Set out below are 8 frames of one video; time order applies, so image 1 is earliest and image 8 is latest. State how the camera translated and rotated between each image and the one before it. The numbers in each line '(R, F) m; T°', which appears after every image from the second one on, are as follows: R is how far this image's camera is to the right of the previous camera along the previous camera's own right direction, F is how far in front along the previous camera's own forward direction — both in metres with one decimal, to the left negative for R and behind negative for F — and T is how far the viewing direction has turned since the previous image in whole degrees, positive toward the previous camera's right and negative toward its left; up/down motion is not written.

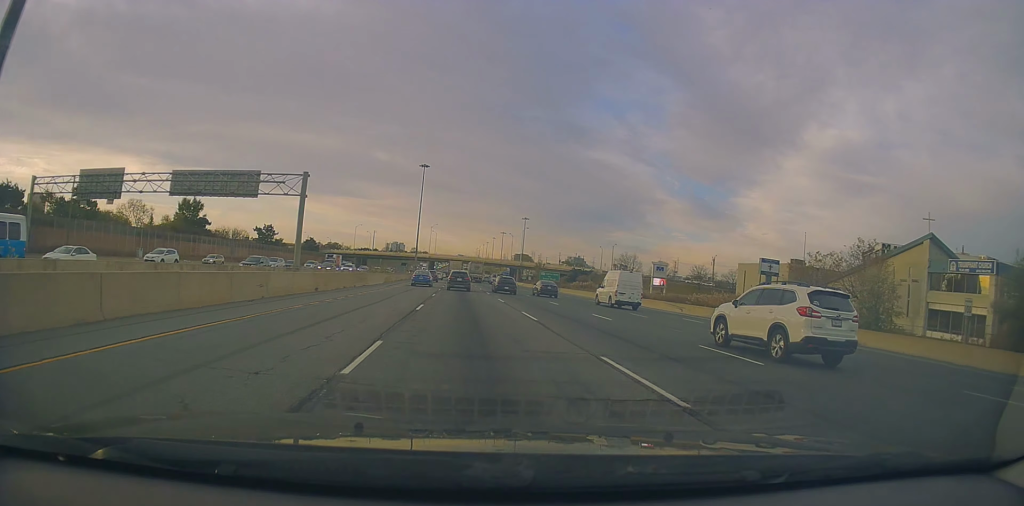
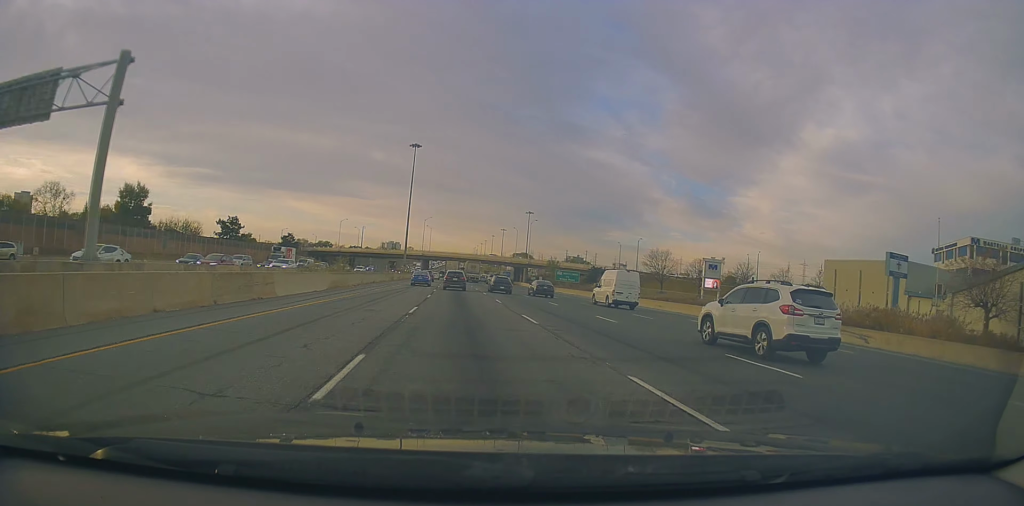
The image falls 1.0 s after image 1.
(+0.7, +25.7) m; +1°
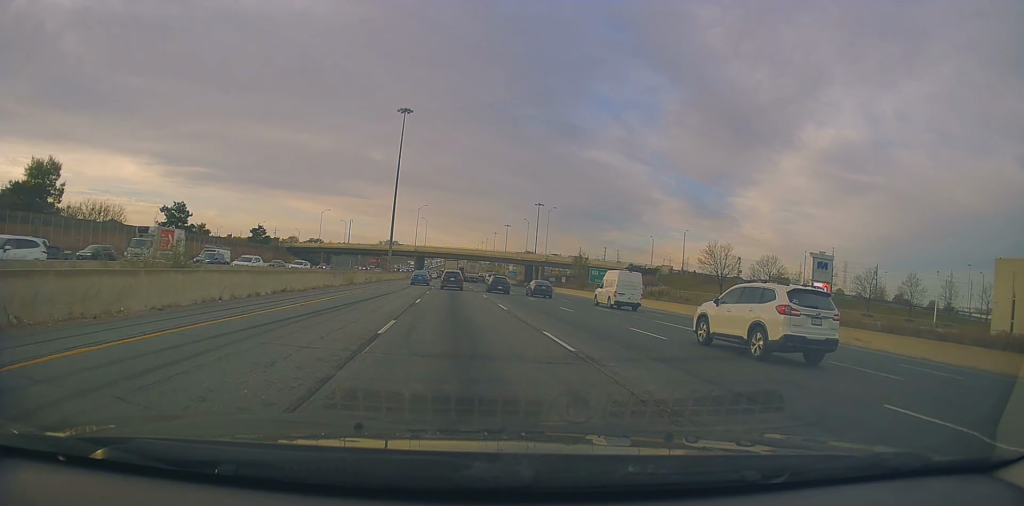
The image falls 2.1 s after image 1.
(-0.4, +28.6) m; 0°
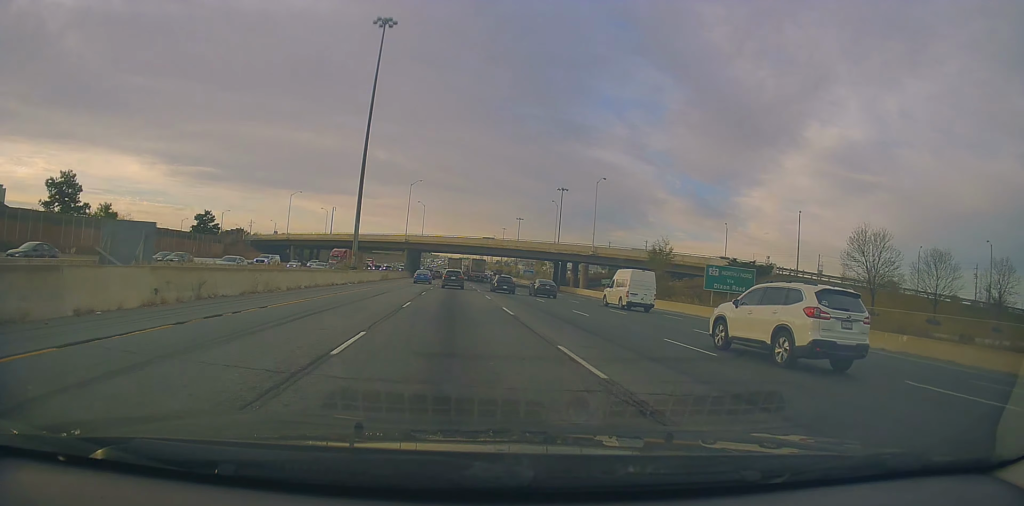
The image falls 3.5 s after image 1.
(+0.1, +38.9) m; 0°
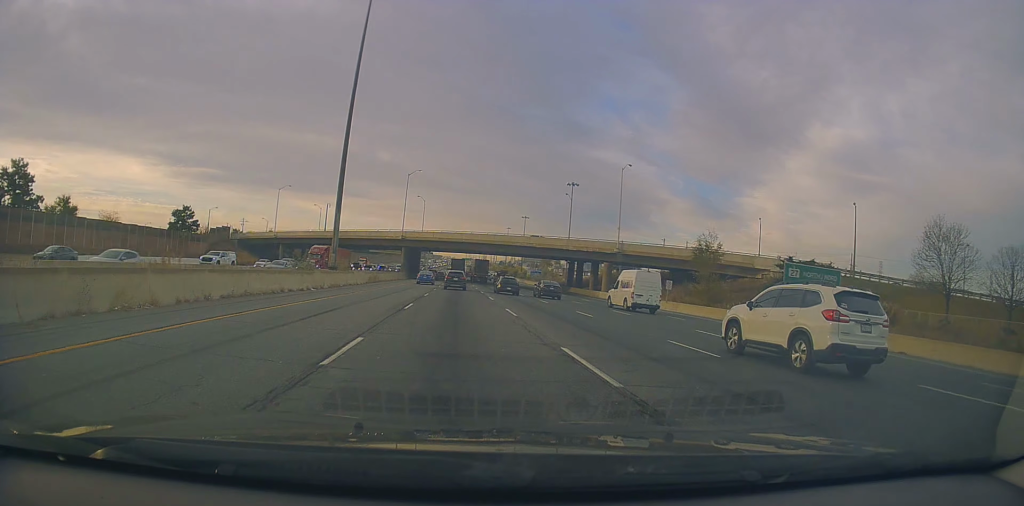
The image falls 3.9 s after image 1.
(-0.1, +11.7) m; 0°
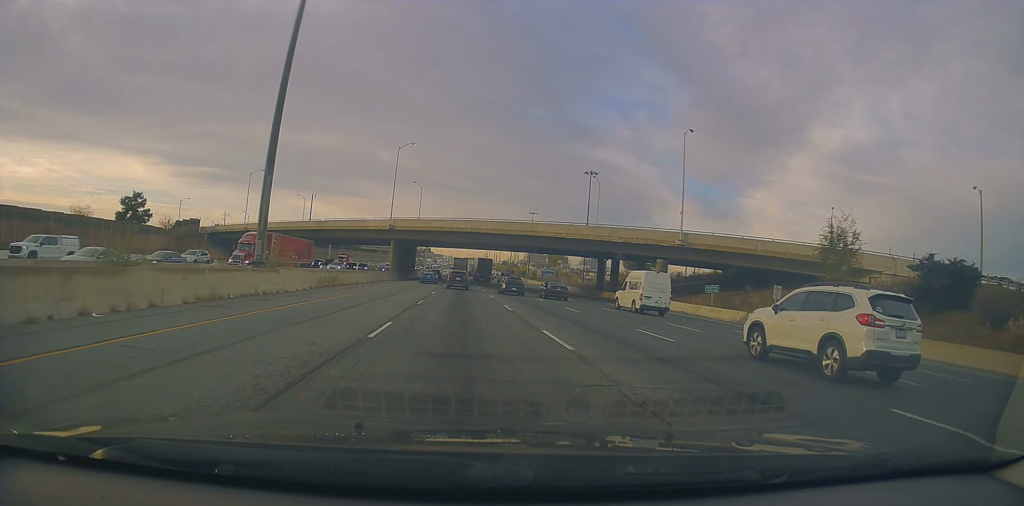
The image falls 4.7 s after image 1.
(+0.3, +20.4) m; -1°
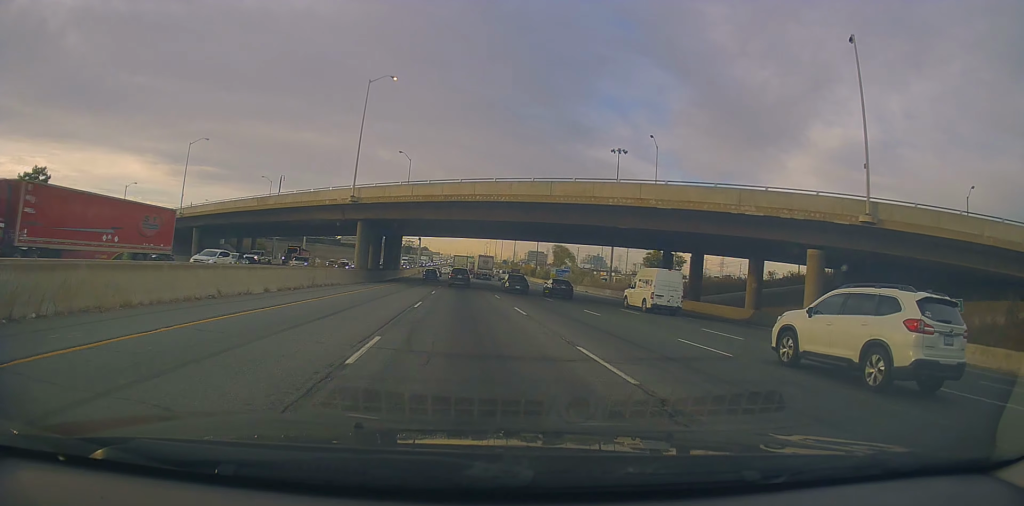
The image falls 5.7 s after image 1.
(-0.5, +27.4) m; 0°
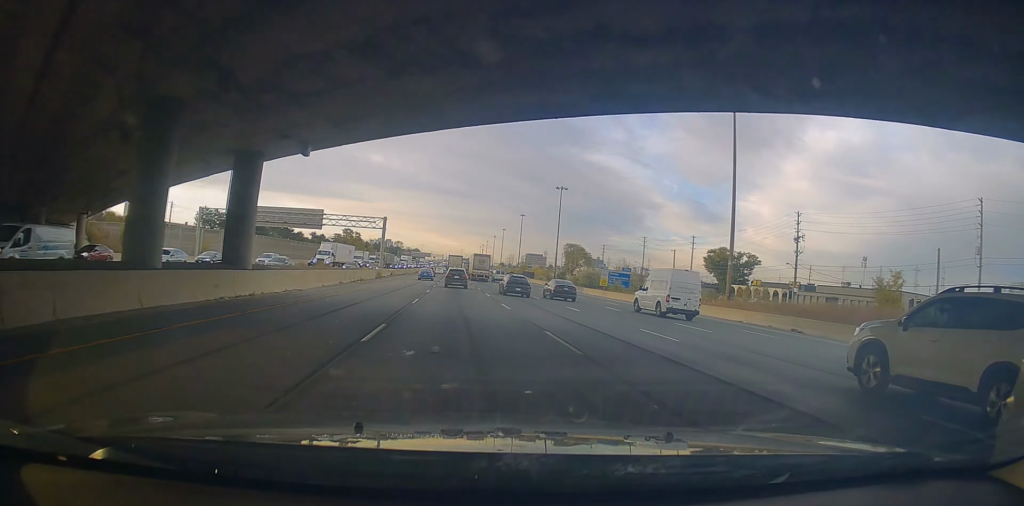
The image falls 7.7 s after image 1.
(+0.2, +56.8) m; 0°
